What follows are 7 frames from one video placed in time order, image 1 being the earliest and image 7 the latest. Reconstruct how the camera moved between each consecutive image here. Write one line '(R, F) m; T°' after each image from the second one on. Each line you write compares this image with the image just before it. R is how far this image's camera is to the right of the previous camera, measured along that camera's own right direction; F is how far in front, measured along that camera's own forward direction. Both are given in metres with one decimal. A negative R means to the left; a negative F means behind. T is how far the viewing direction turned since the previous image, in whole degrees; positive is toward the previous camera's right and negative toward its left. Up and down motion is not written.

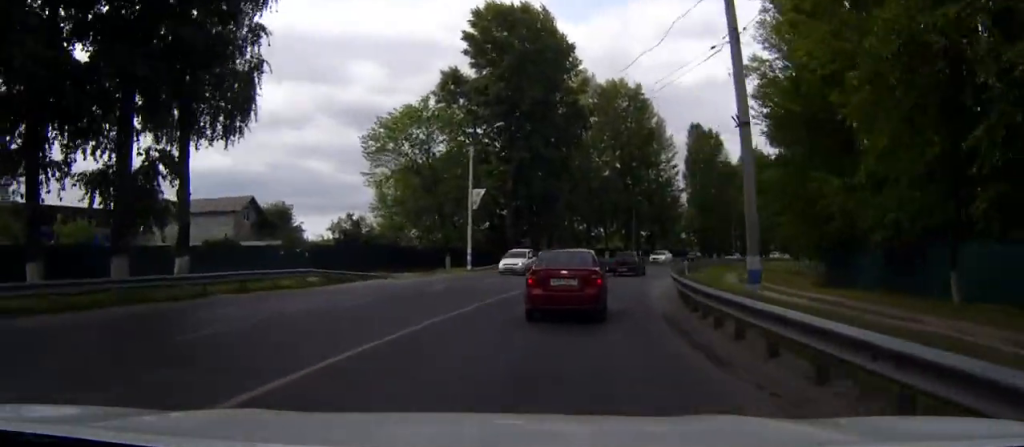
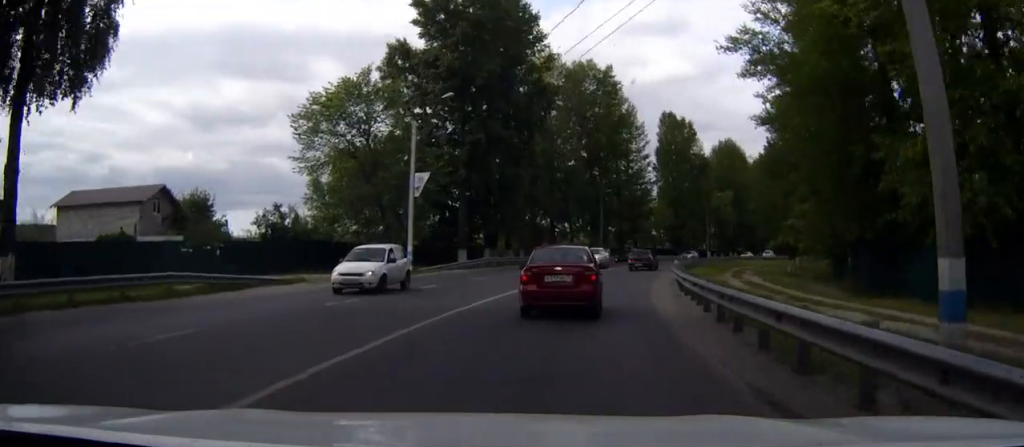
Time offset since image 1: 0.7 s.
(+0.2, +9.2) m; +3°
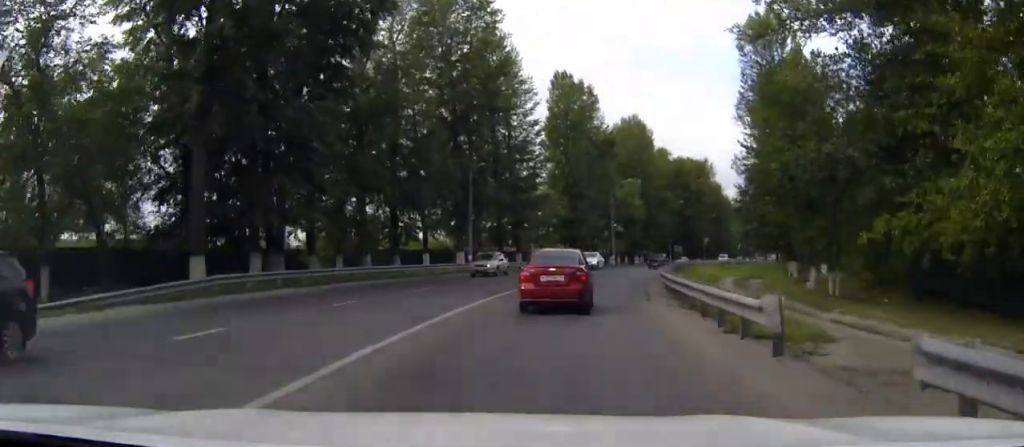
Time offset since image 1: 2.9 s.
(+3.6, +29.7) m; +12°
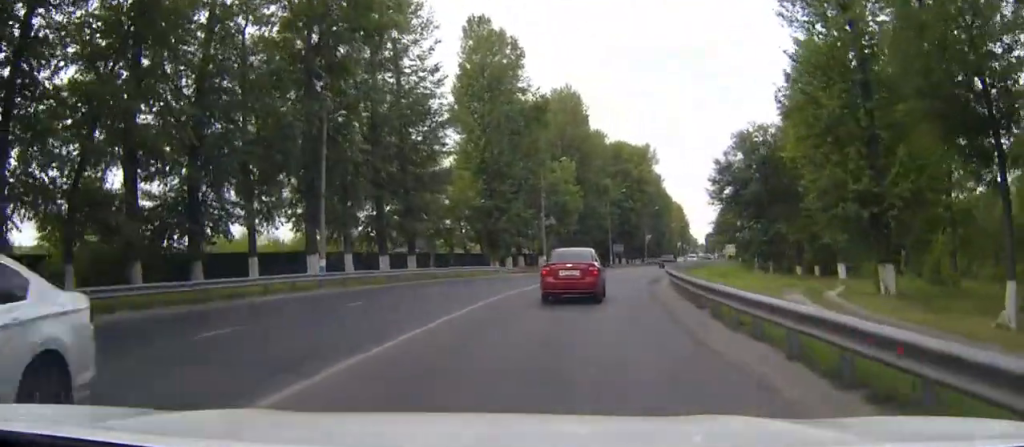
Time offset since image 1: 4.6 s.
(+0.6, +22.5) m; +3°
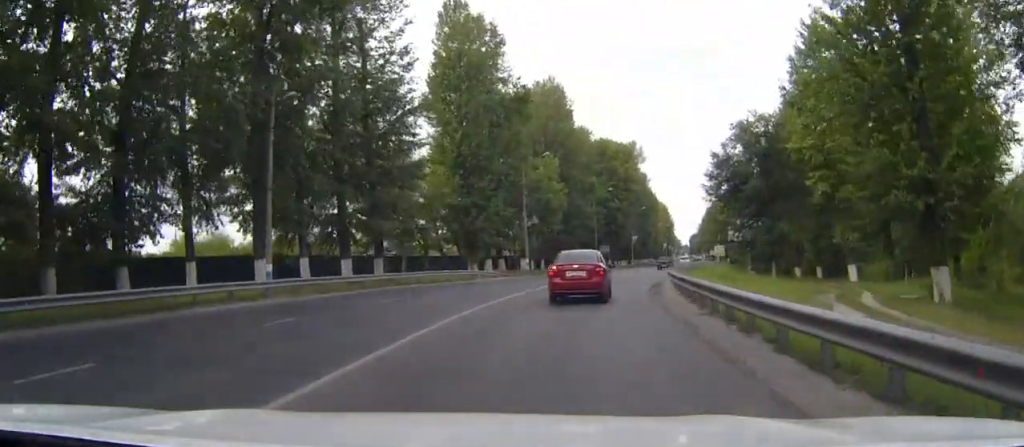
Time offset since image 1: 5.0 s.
(0.0, +5.3) m; +1°
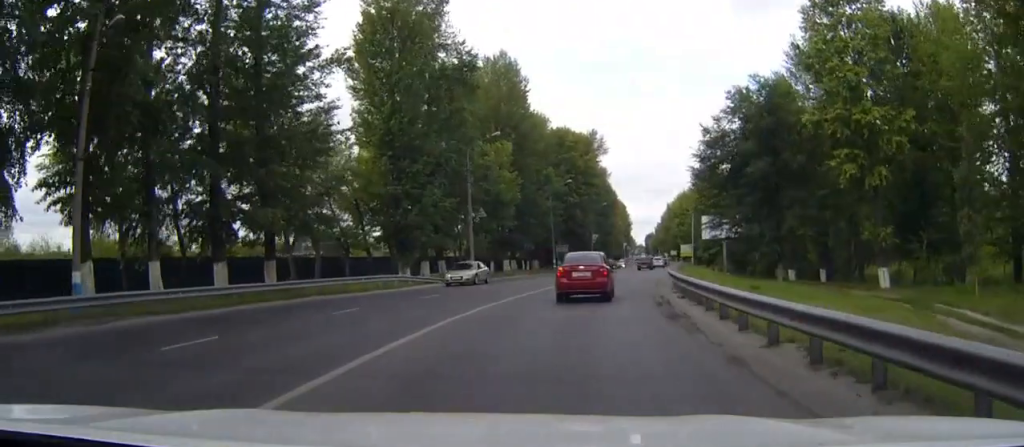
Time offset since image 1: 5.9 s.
(+0.3, +11.8) m; +3°
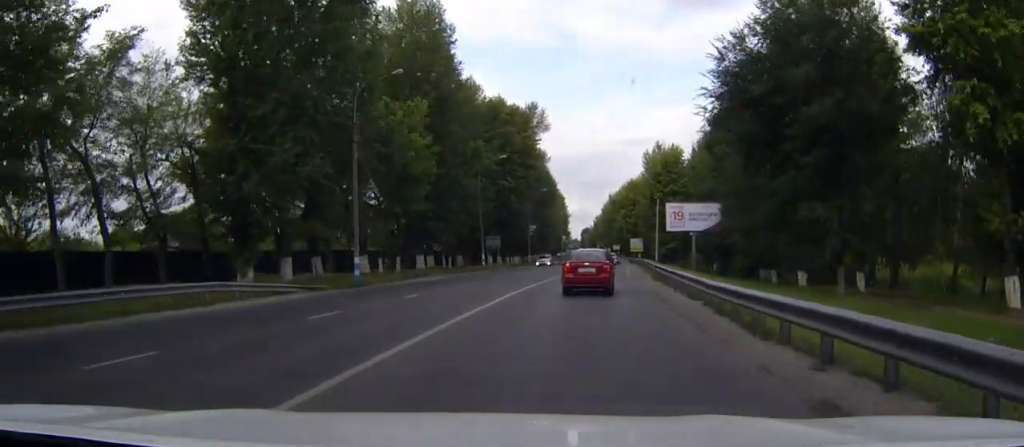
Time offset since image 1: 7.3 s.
(+0.9, +18.4) m; +5°
